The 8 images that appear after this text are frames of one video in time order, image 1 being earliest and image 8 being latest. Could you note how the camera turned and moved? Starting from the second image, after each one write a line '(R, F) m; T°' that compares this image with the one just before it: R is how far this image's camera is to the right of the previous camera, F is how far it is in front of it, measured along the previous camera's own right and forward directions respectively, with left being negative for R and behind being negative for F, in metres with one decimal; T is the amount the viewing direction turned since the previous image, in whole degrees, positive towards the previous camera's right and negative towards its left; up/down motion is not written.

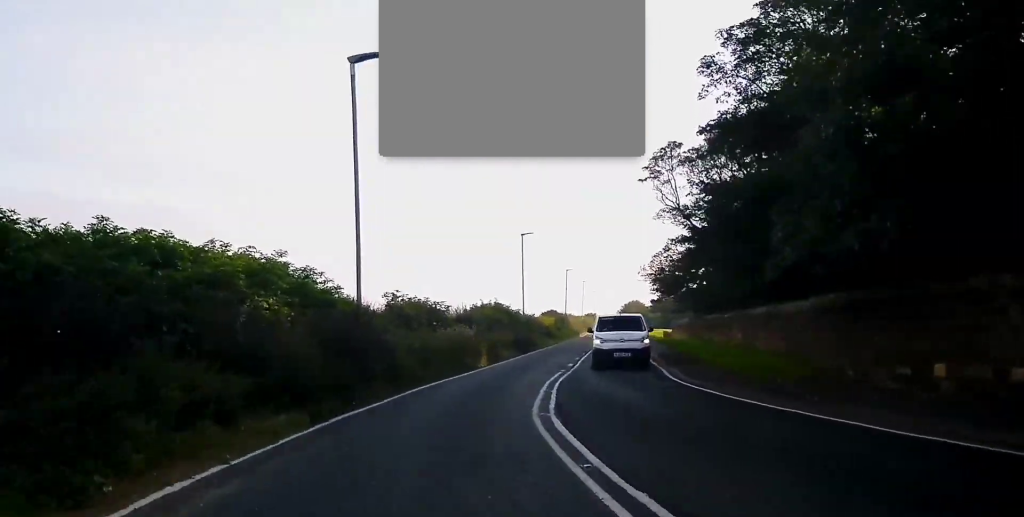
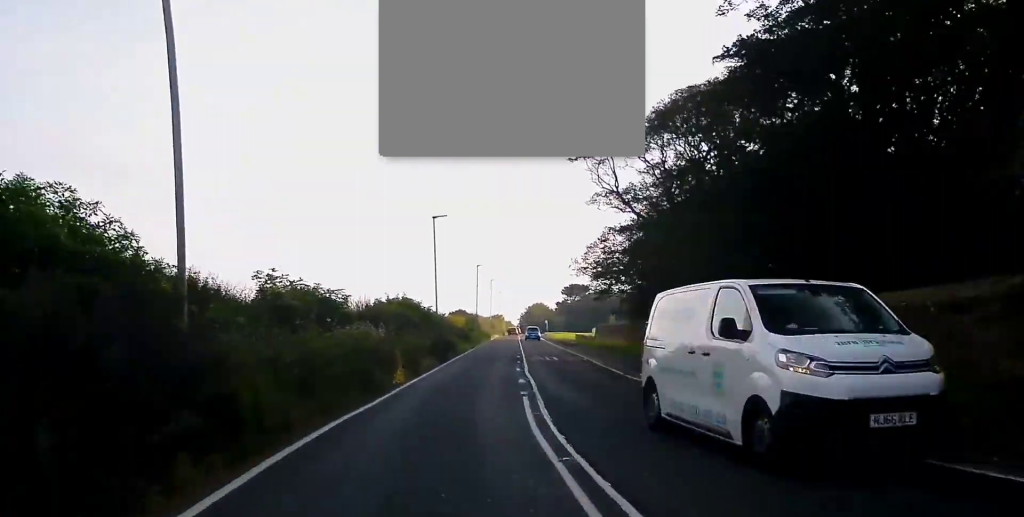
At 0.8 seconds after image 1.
(+0.3, +9.0) m; +5°
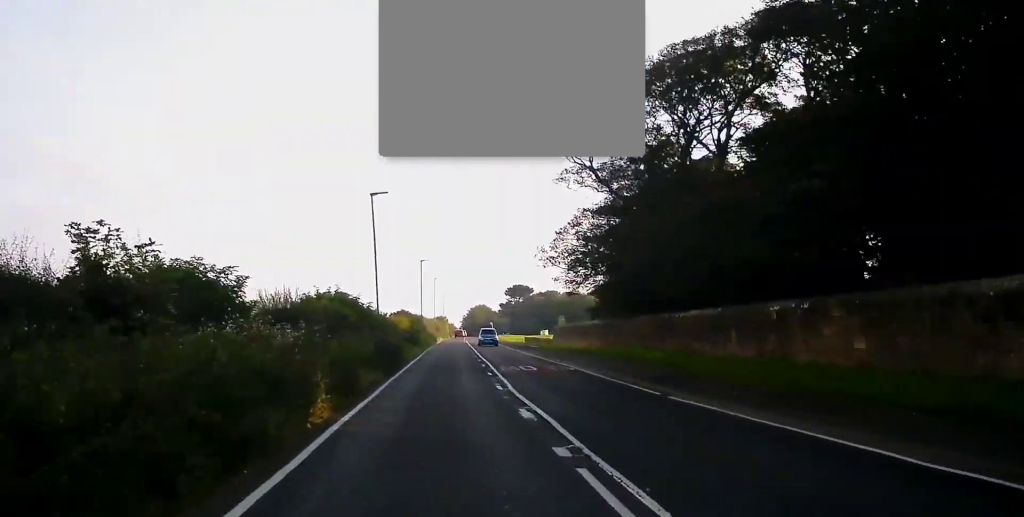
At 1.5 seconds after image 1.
(+0.5, +8.6) m; +7°
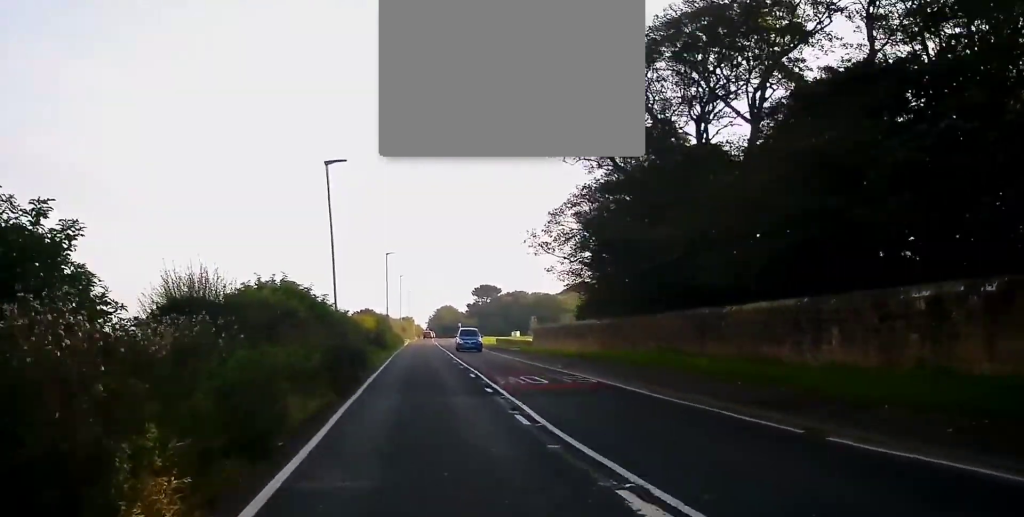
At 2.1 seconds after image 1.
(+0.2, +7.2) m; +5°
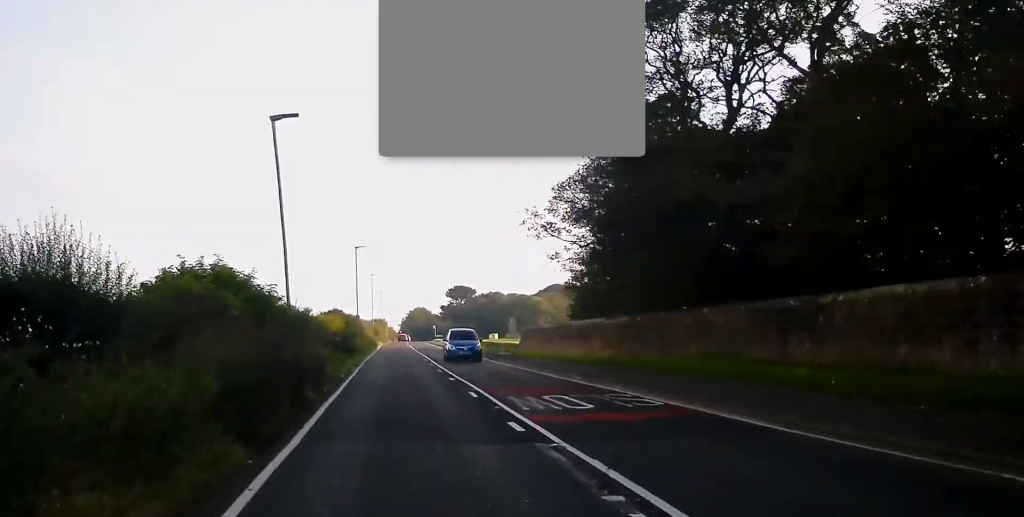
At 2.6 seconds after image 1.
(+0.6, +6.9) m; +2°
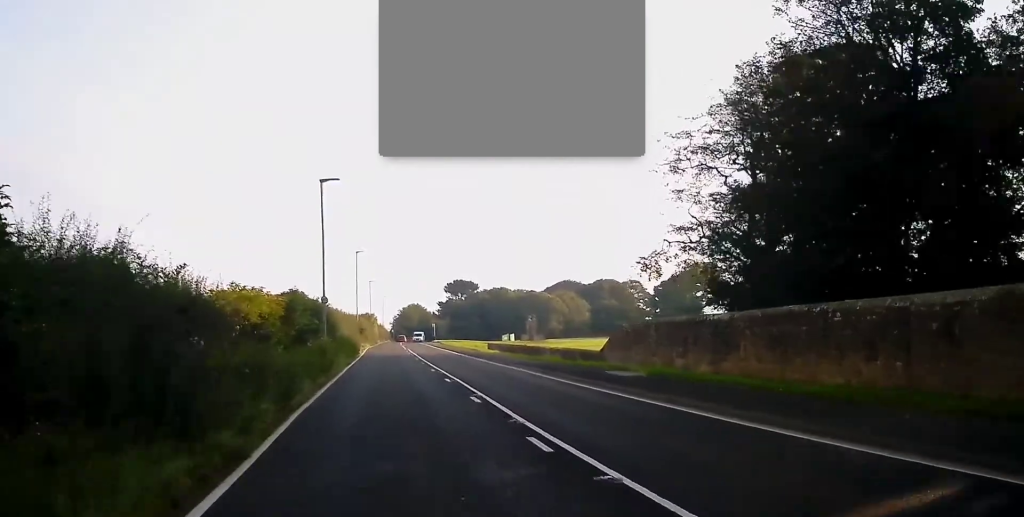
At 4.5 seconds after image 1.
(-0.4, +25.2) m; -1°
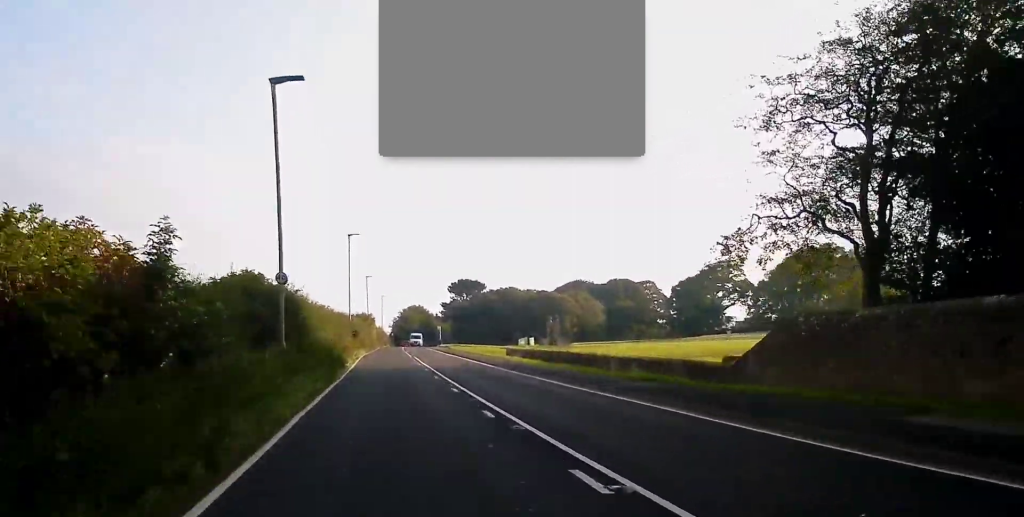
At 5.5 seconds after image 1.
(+0.3, +14.3) m; +1°
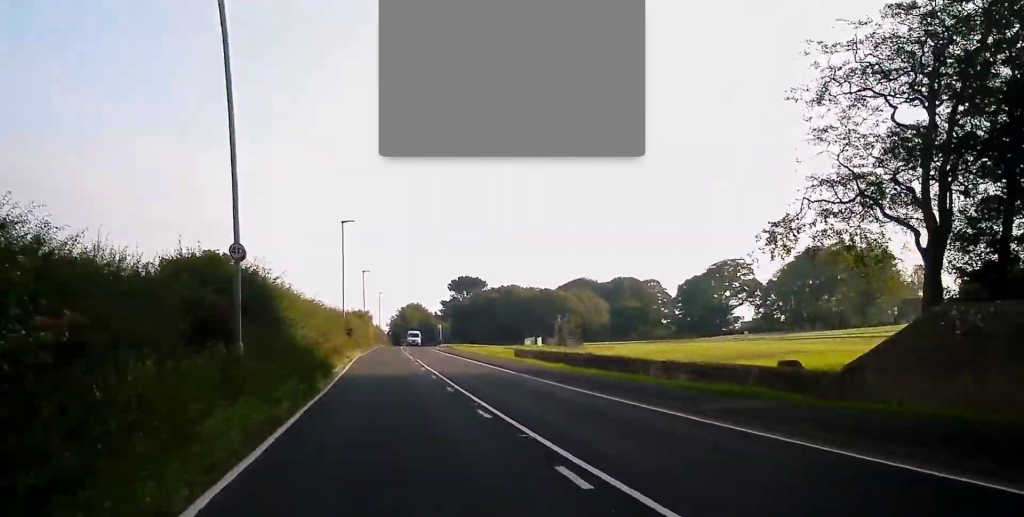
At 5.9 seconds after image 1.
(+0.2, +5.8) m; 0°
